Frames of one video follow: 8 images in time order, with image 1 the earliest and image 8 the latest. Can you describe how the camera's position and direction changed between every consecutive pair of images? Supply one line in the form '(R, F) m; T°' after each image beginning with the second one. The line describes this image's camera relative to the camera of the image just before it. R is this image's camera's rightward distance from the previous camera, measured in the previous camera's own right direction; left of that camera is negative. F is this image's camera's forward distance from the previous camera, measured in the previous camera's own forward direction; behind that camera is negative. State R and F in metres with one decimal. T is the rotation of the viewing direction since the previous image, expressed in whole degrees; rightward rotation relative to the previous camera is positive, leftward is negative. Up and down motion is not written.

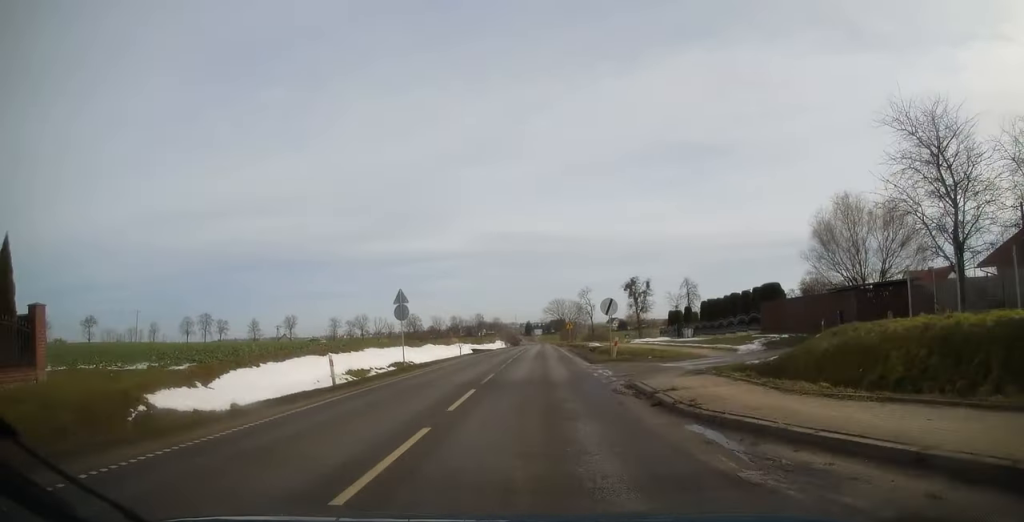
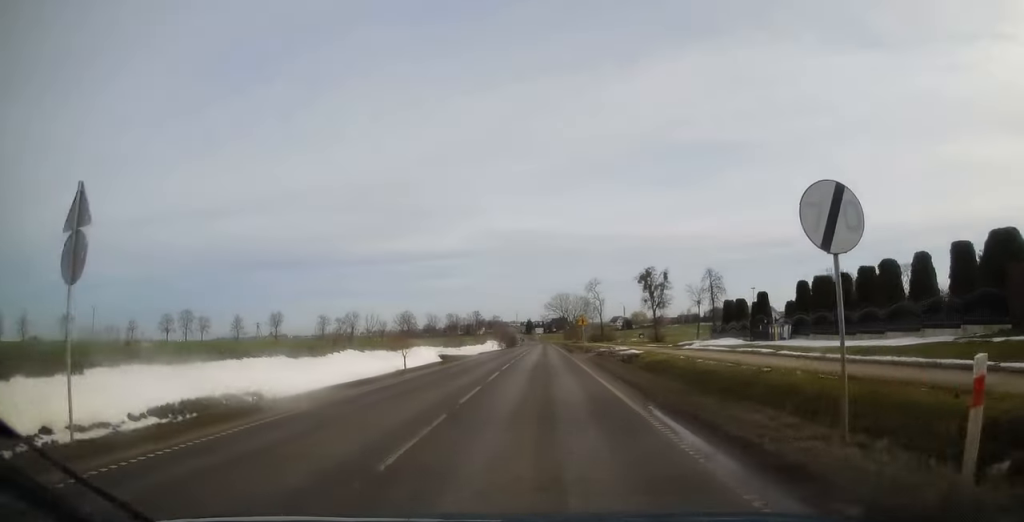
(0.0, +21.9) m; 0°
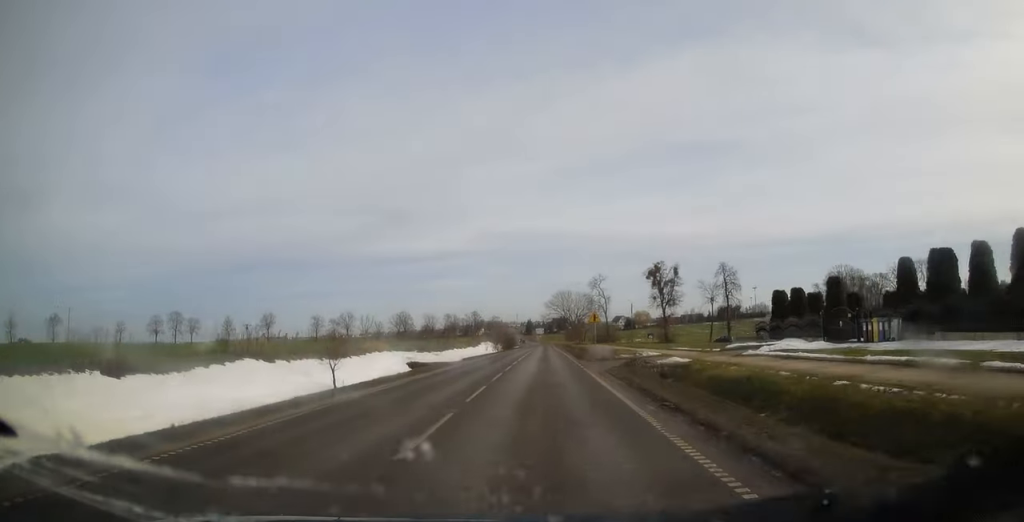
(0.0, +11.0) m; -1°
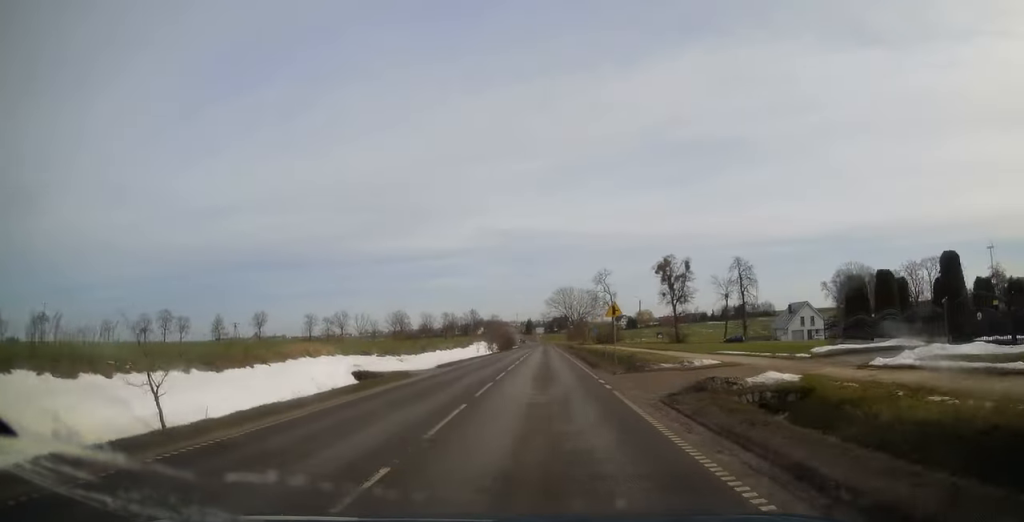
(-0.1, +10.2) m; 0°
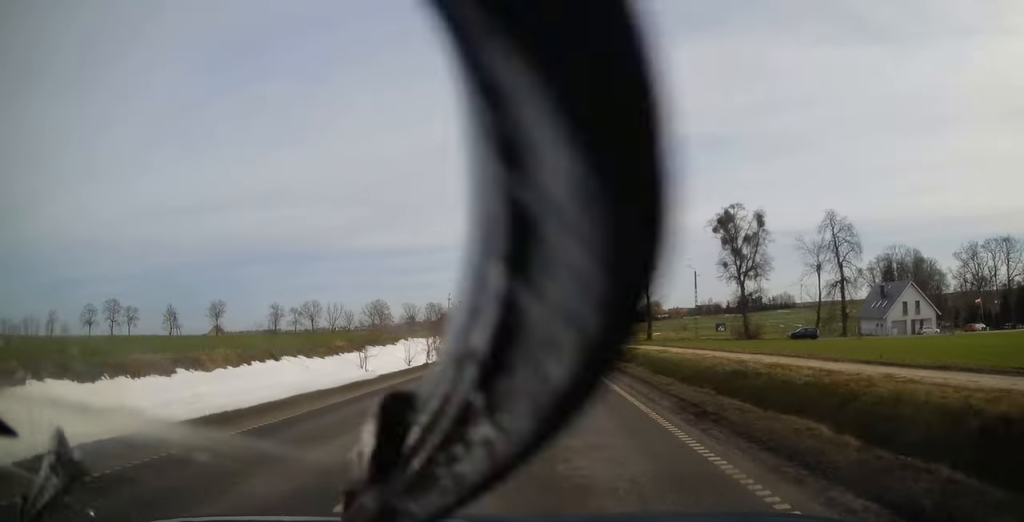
(+0.3, +41.7) m; 0°
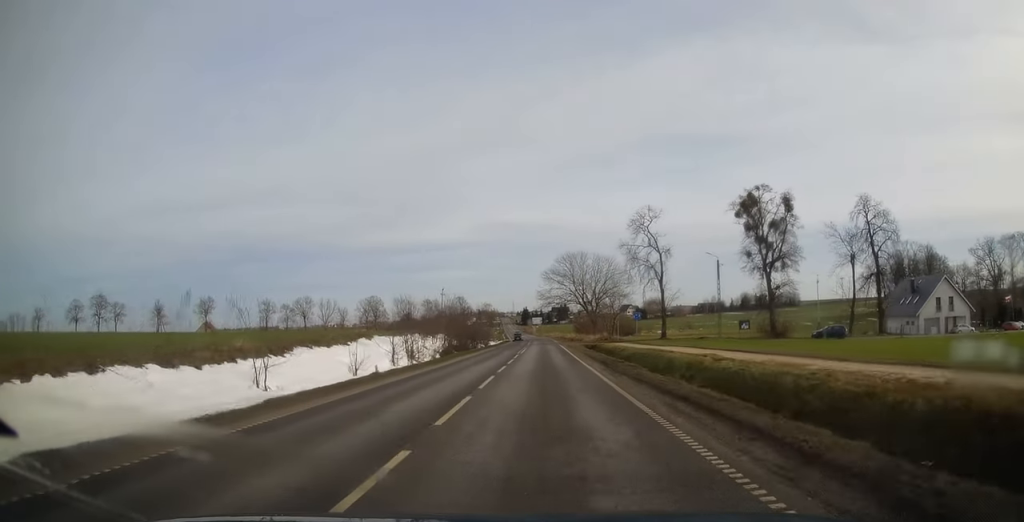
(-0.2, +9.4) m; 0°
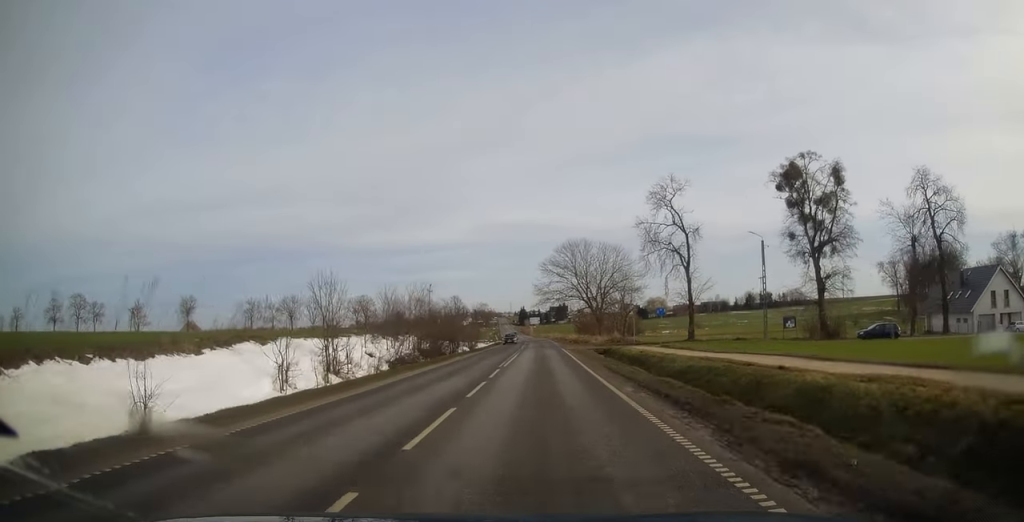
(-0.1, +13.3) m; 0°
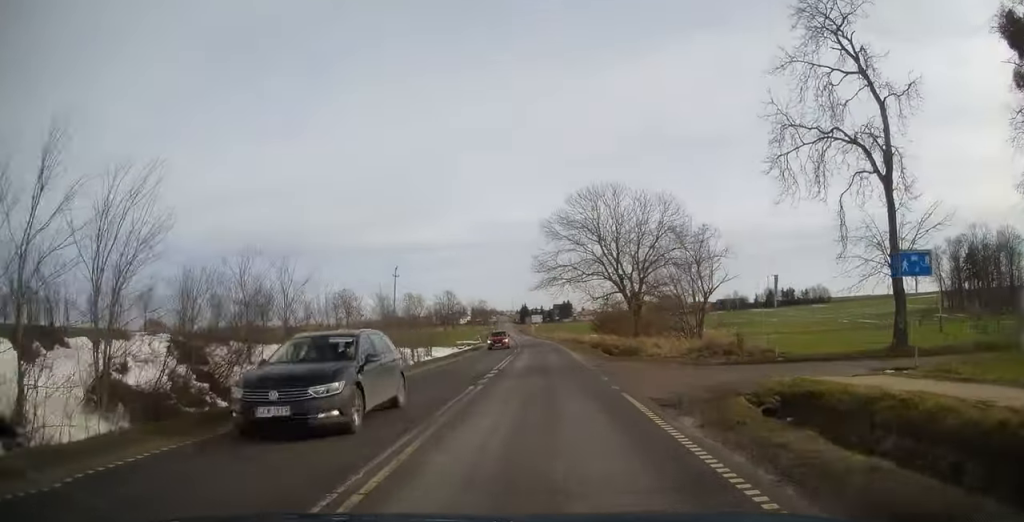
(+0.2, +32.9) m; 0°
